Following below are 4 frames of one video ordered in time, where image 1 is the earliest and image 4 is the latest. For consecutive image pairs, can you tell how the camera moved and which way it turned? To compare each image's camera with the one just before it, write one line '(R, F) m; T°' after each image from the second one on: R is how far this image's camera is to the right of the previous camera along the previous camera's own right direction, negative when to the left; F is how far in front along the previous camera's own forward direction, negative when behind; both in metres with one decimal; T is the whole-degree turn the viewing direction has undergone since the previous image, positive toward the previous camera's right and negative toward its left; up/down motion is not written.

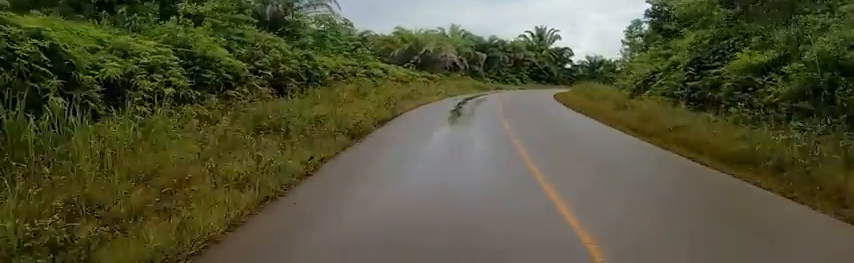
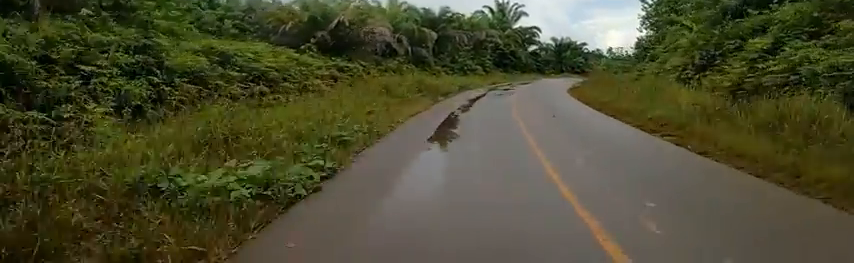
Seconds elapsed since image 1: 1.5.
(+1.9, +18.3) m; +10°
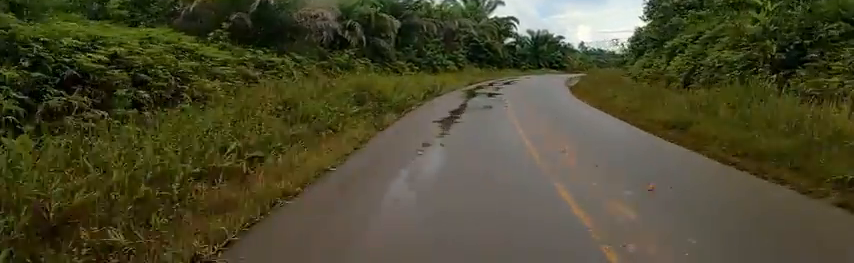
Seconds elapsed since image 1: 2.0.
(-0.1, +7.2) m; +5°
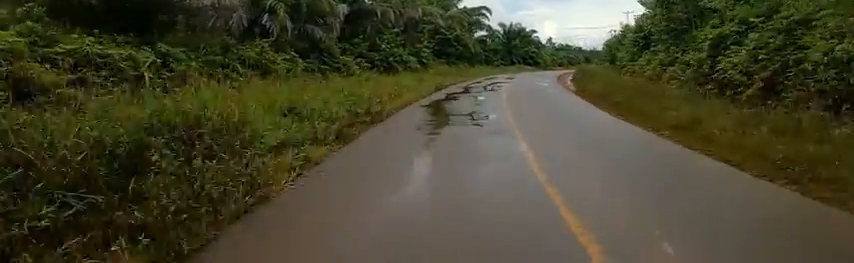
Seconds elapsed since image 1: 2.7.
(+0.9, +8.2) m; +5°
